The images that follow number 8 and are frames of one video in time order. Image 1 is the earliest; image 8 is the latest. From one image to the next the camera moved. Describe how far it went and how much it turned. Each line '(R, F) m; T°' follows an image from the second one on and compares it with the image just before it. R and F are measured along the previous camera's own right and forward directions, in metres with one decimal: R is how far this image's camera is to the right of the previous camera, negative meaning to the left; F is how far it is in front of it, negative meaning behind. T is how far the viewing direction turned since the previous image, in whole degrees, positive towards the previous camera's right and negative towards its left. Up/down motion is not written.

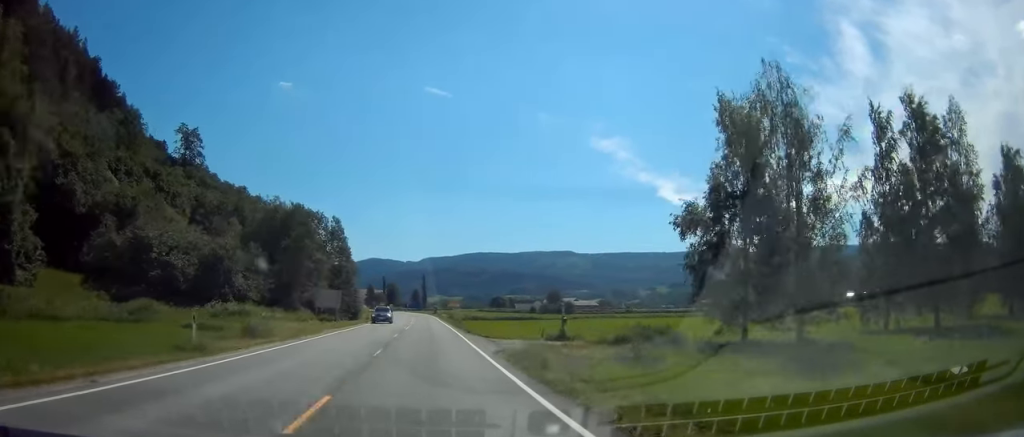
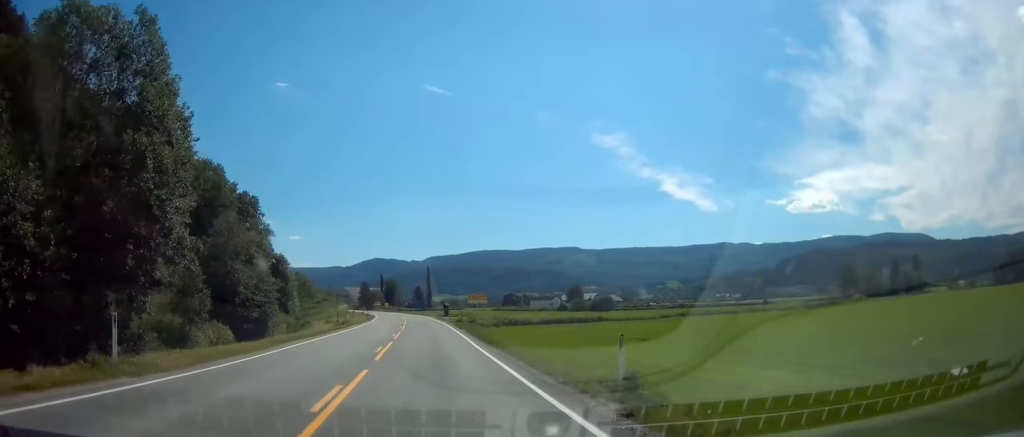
(-0.6, +59.9) m; +1°
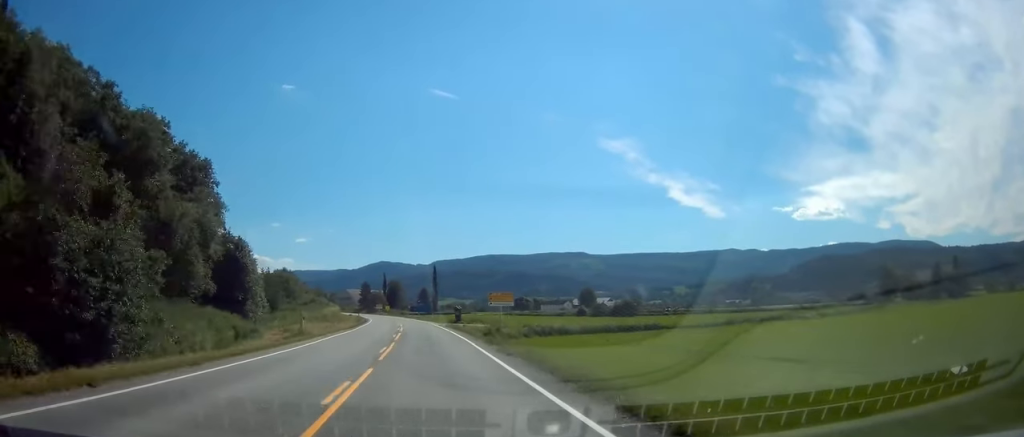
(+0.3, +21.5) m; +1°
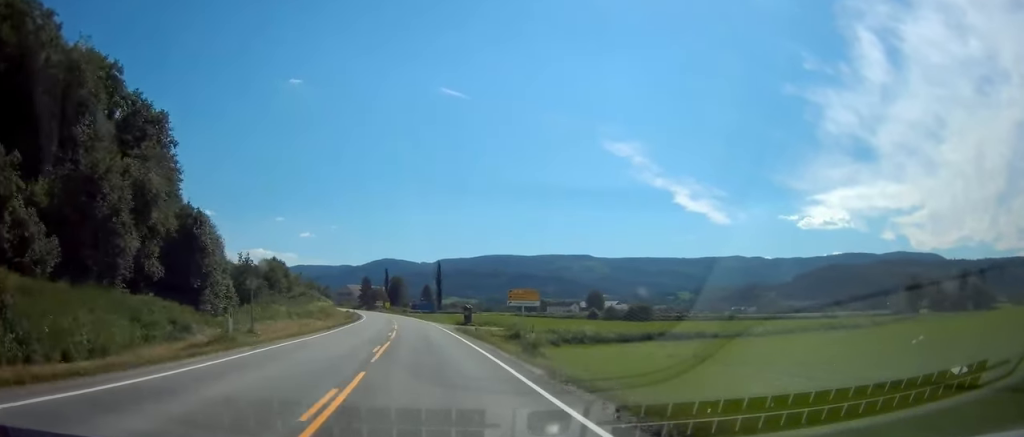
(0.0, +13.6) m; -1°
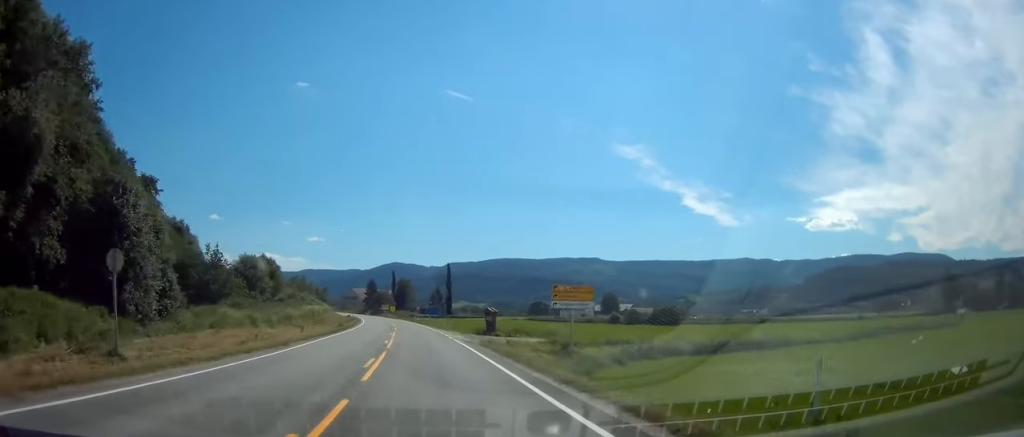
(+0.2, +15.8) m; -1°
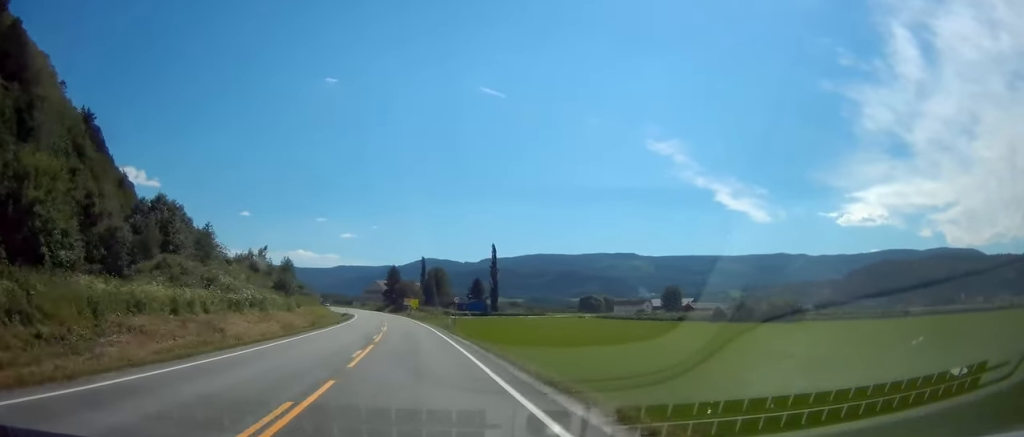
(-1.2, +57.0) m; -2°
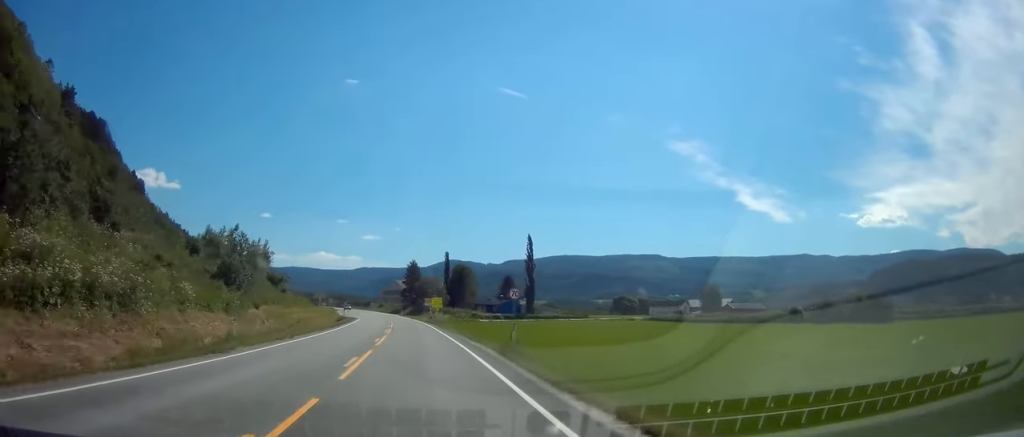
(-0.5, +26.6) m; -2°
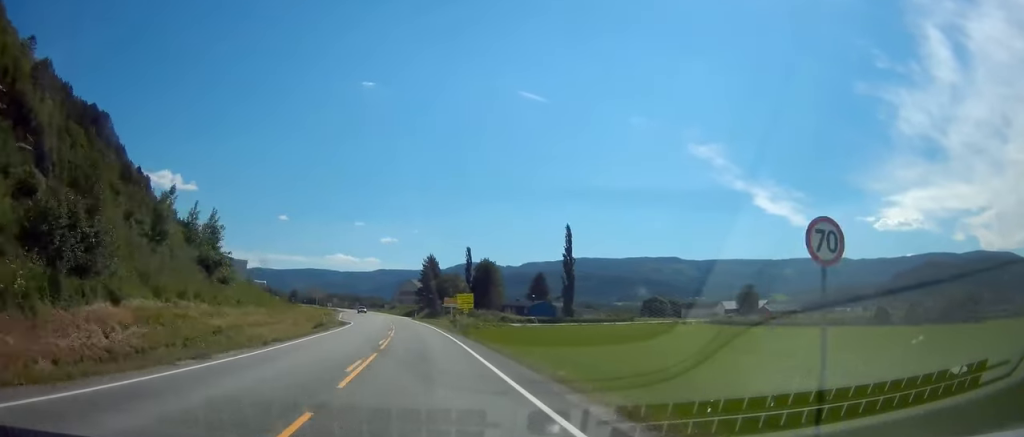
(-0.5, +25.3) m; -2°
